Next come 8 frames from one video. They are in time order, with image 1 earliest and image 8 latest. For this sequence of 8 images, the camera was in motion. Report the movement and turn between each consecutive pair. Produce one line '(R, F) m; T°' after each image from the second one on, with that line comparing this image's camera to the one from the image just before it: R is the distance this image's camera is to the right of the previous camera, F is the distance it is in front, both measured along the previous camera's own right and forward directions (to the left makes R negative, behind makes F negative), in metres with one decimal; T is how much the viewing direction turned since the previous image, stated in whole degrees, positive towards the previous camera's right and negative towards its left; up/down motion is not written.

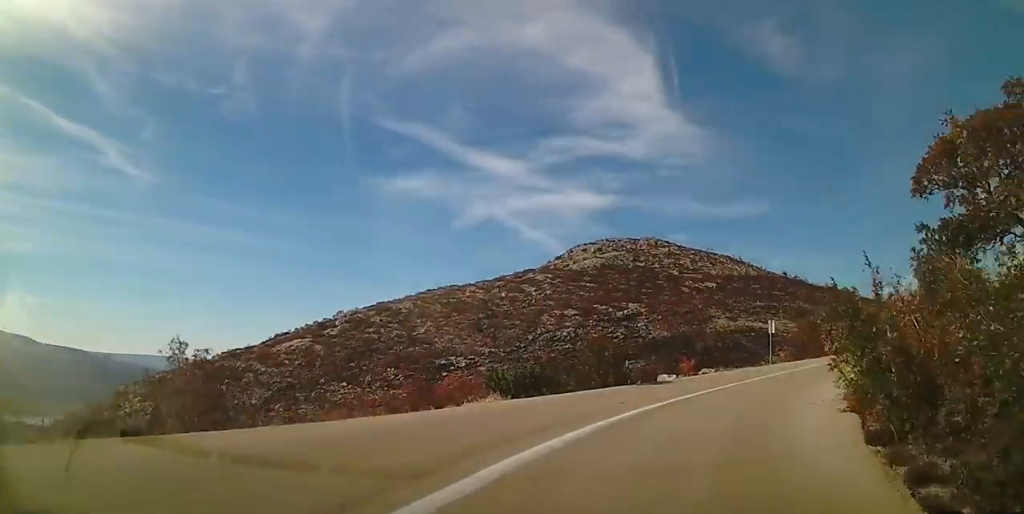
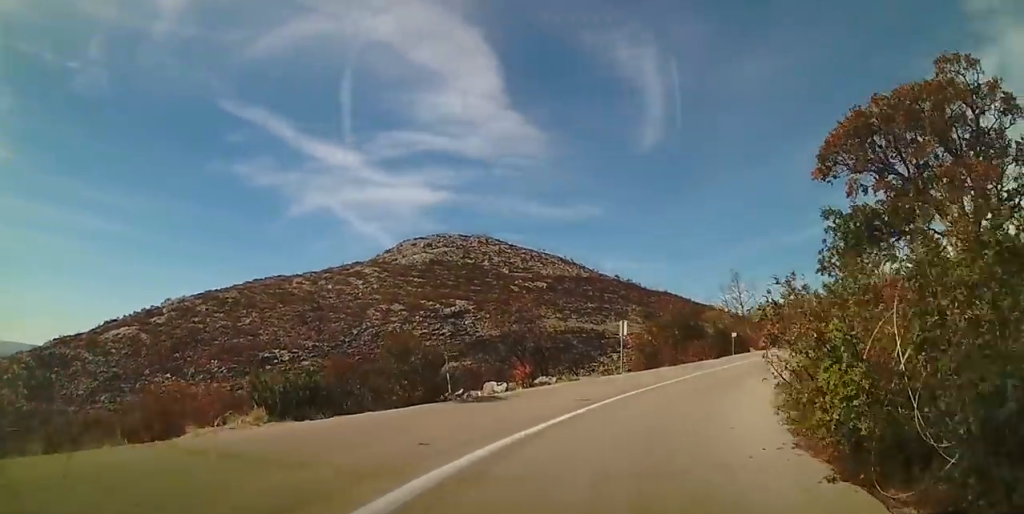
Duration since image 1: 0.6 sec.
(+0.8, +4.1) m; +13°
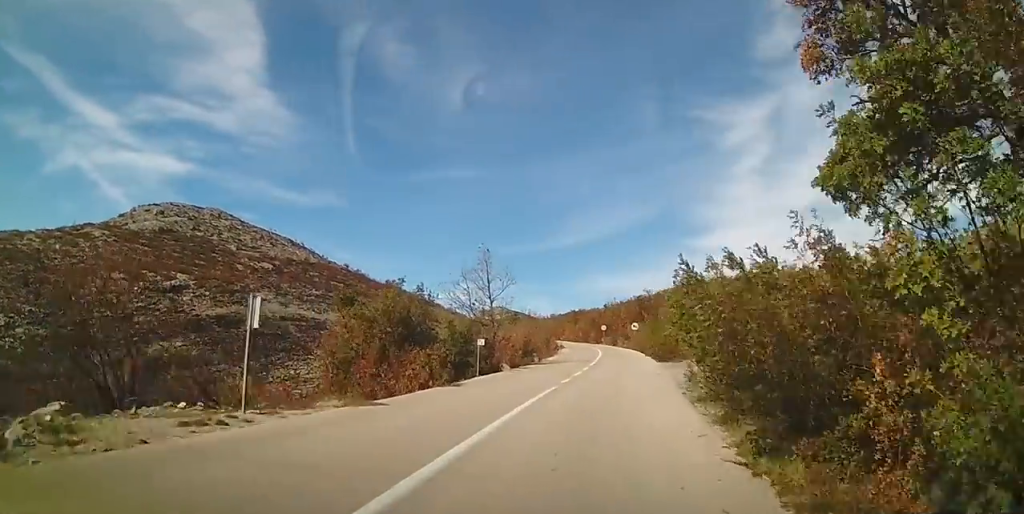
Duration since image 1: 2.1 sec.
(+1.2, +11.6) m; +16°
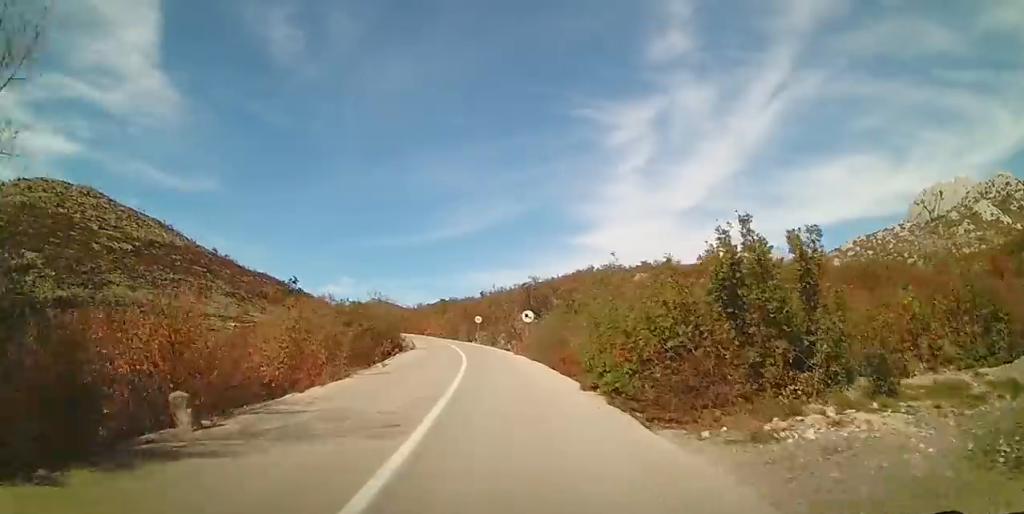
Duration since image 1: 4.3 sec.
(+4.1, +20.0) m; +14°
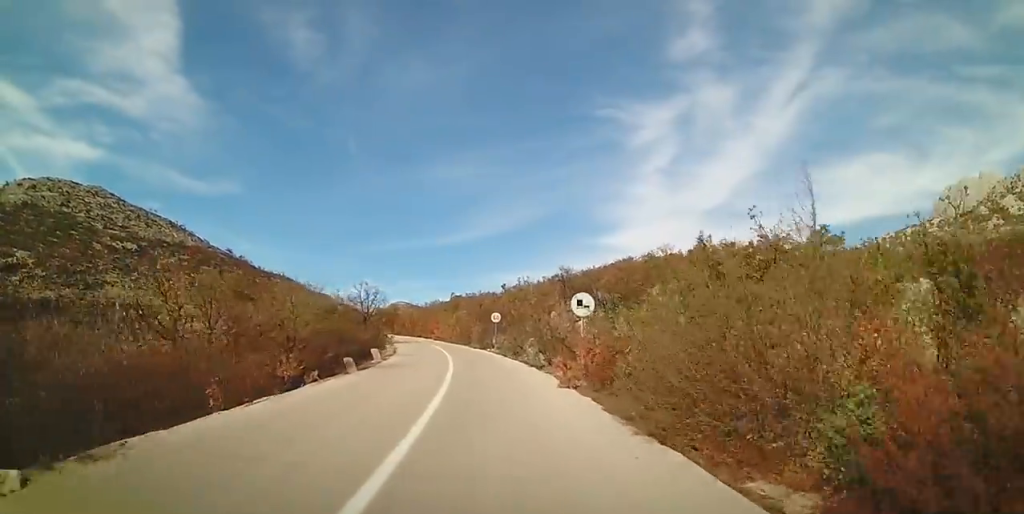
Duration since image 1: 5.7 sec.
(0.0, +15.0) m; 0°
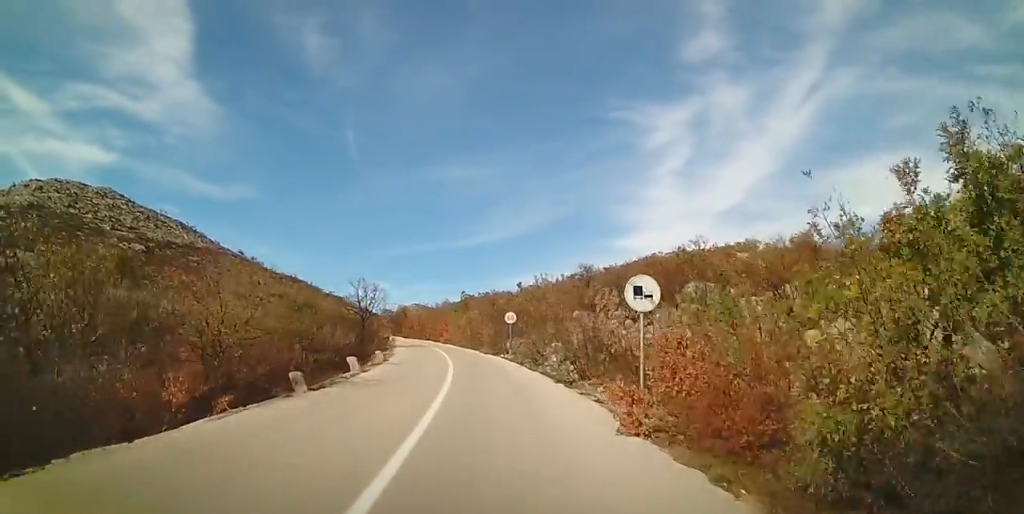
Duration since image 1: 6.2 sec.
(0.0, +5.2) m; 0°
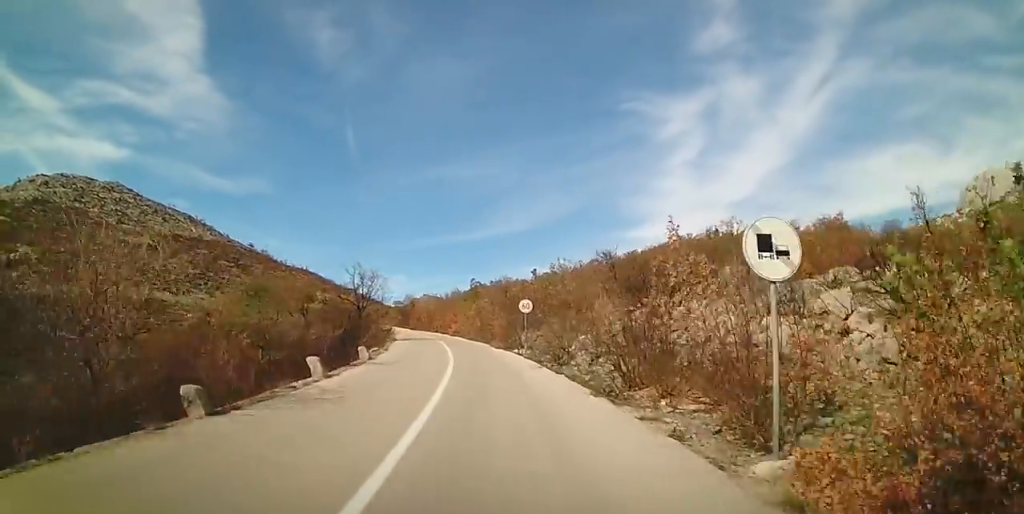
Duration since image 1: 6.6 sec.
(0.0, +4.5) m; -1°
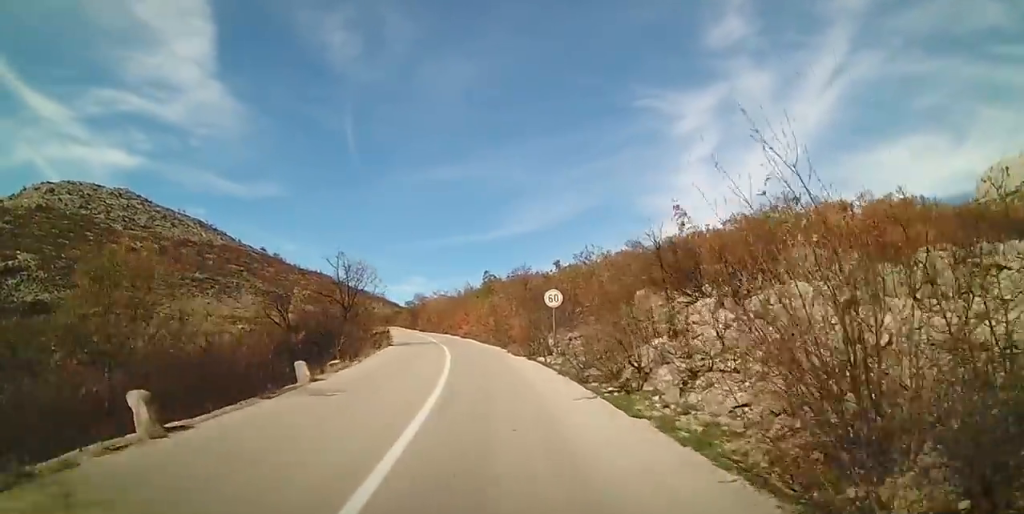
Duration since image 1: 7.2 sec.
(+0.1, +7.2) m; -1°
